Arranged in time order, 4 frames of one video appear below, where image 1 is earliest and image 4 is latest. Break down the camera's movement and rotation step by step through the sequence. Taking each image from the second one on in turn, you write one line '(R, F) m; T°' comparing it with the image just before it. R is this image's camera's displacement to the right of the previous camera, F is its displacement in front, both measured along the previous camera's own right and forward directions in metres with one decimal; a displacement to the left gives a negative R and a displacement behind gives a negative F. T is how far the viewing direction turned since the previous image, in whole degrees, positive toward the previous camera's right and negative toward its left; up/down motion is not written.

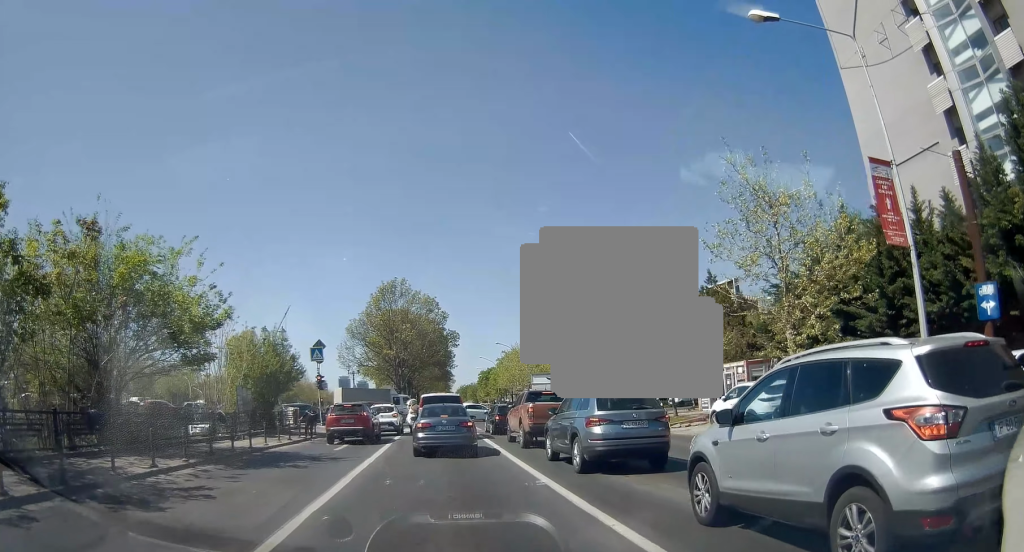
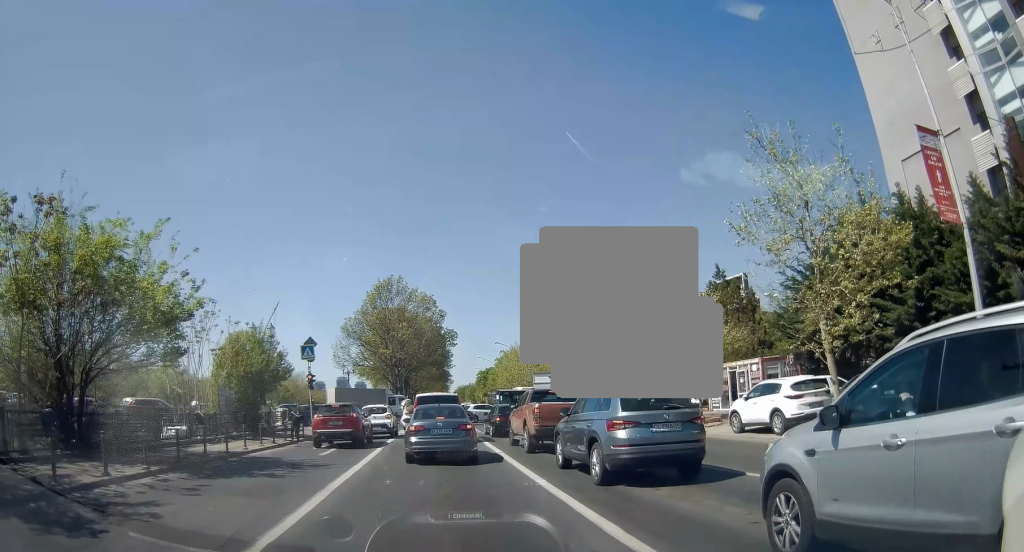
(+0.1, +1.9) m; +2°
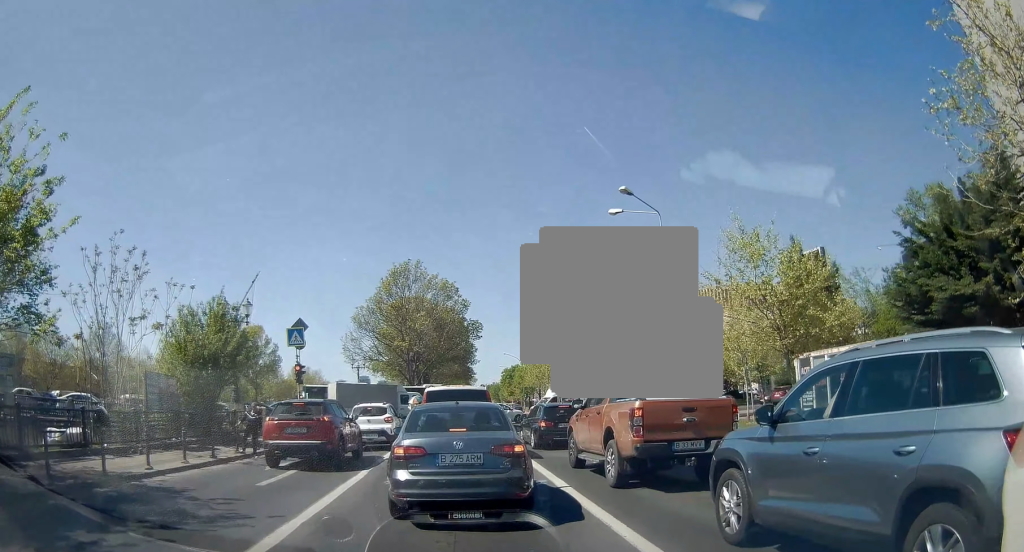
(+0.3, +8.7) m; 0°
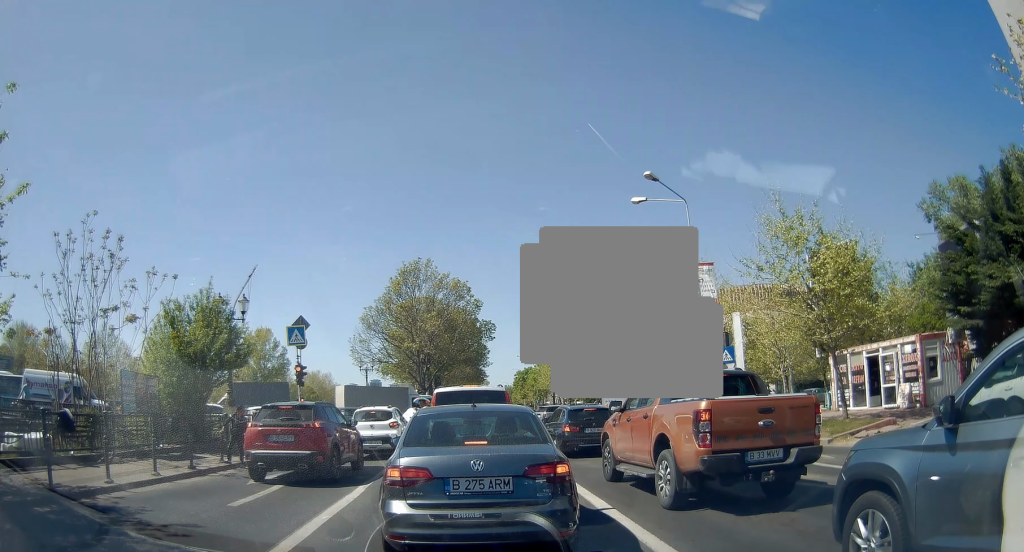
(0.0, +2.9) m; -1°
